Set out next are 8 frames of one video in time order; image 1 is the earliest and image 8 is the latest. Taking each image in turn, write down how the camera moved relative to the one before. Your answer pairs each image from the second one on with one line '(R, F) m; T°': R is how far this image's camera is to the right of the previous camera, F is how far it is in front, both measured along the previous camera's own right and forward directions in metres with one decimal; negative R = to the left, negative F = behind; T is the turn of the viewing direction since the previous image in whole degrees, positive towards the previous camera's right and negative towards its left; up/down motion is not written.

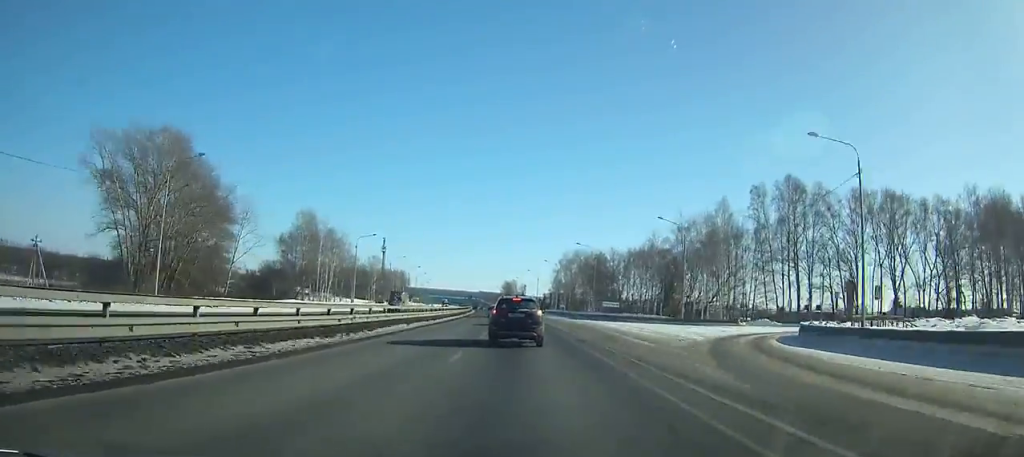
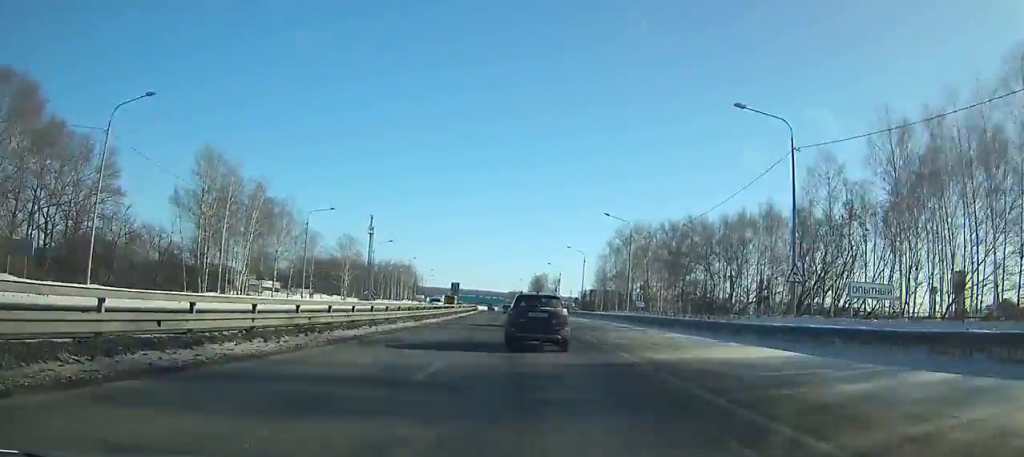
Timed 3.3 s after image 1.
(-1.6, +63.5) m; -3°
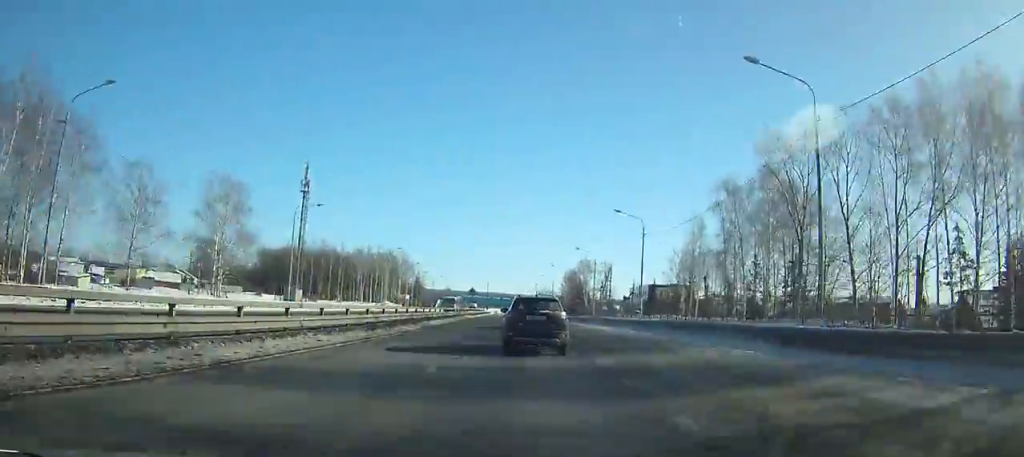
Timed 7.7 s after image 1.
(-2.6, +76.4) m; -4°
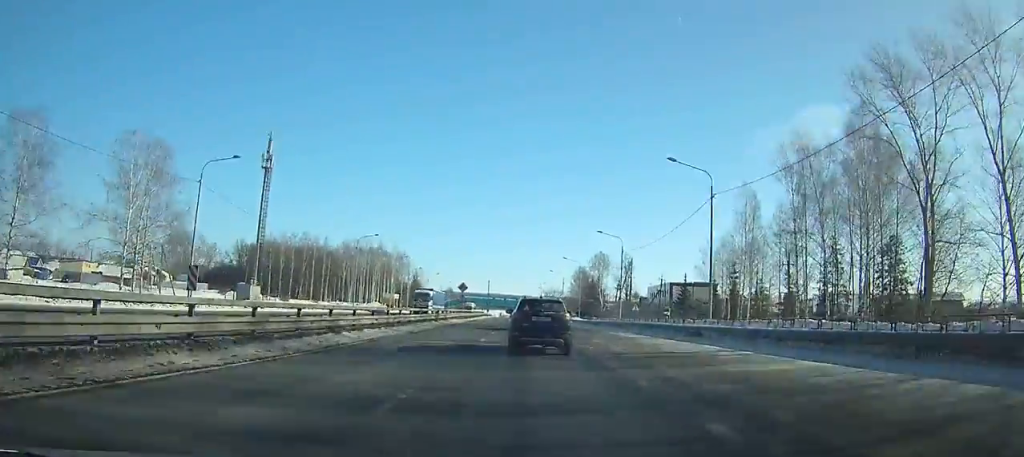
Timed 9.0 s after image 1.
(-0.2, +21.7) m; -1°
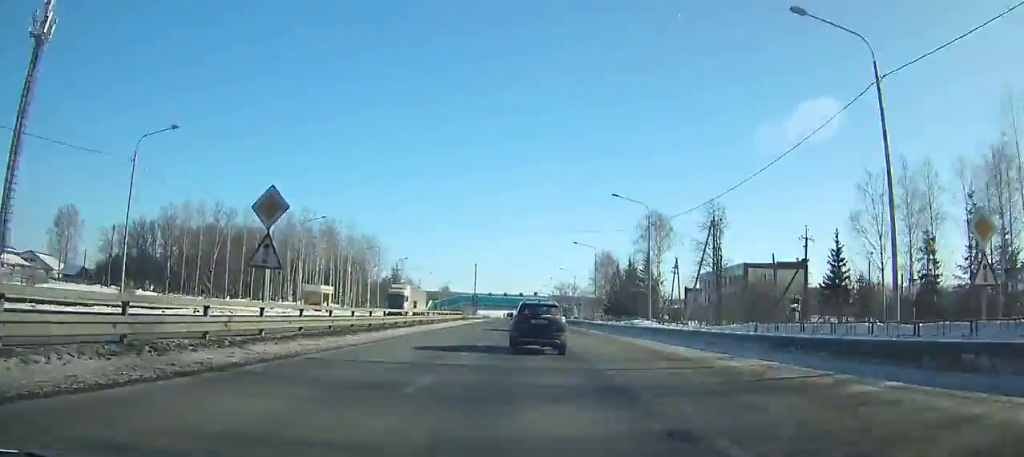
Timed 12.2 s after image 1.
(-0.6, +52.3) m; -1°
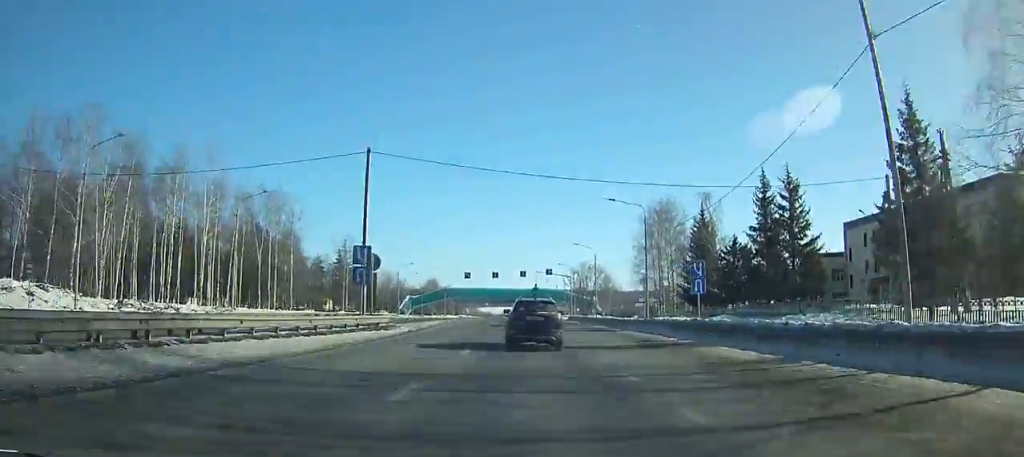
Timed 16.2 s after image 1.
(+0.4, +65.2) m; 0°
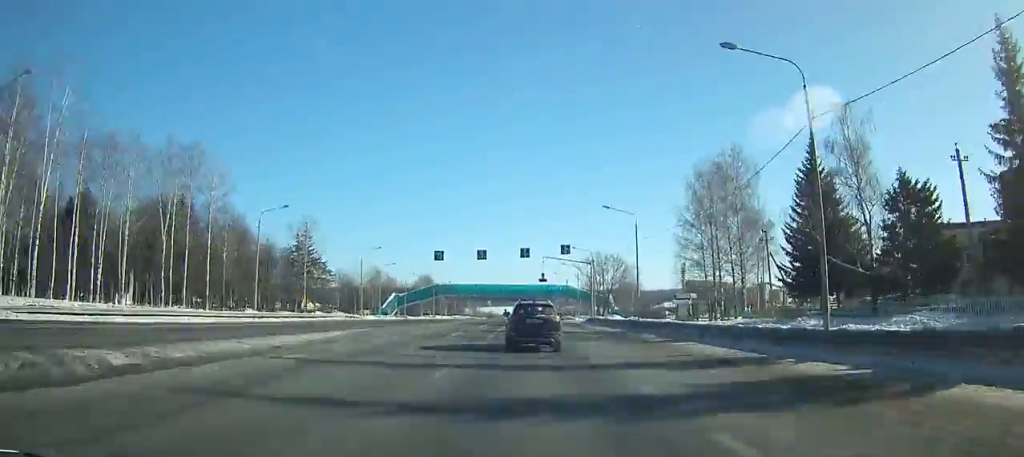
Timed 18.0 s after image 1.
(+0.2, +29.5) m; 0°
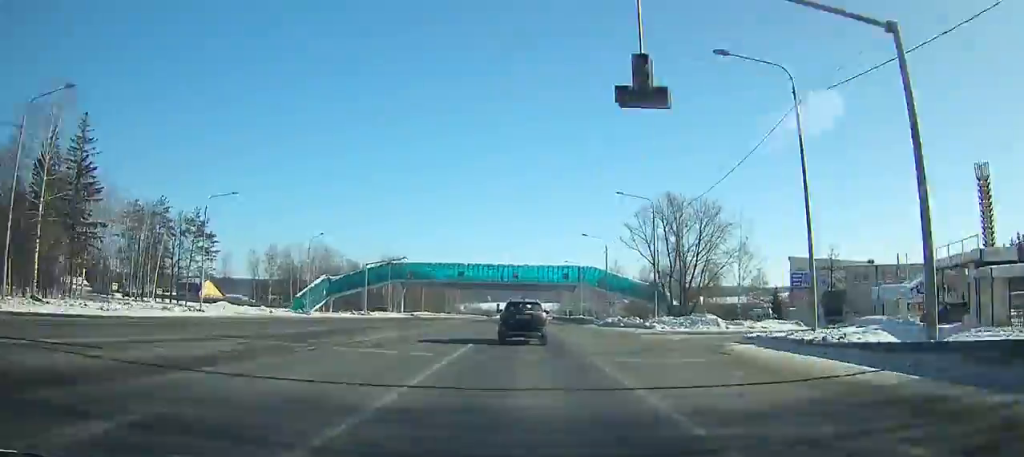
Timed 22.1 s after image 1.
(-0.6, +68.5) m; 0°
